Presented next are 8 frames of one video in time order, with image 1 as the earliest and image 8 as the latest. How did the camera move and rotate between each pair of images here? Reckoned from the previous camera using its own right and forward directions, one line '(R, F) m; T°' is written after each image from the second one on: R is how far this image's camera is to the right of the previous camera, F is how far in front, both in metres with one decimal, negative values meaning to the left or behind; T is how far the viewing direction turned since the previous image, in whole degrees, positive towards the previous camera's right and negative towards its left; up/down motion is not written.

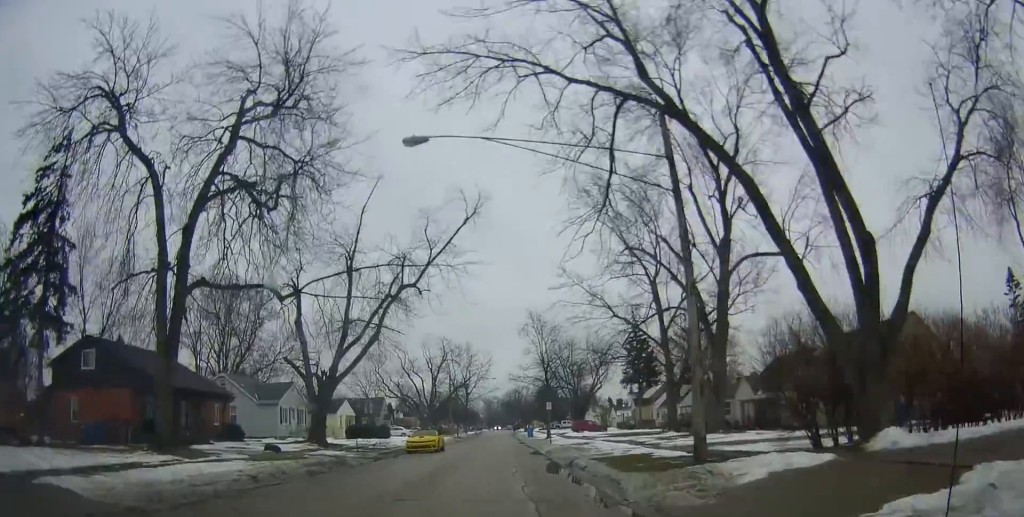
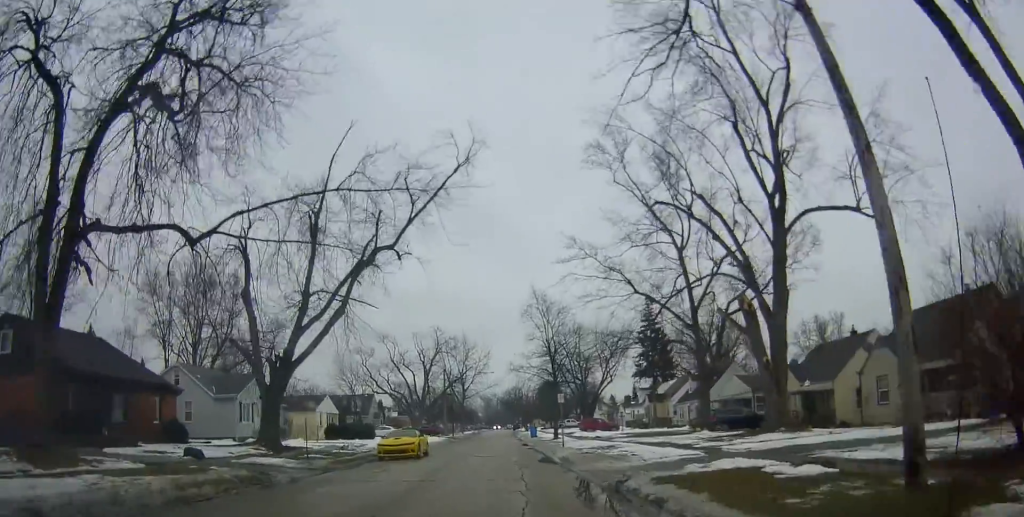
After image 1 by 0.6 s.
(0.0, +6.8) m; +1°
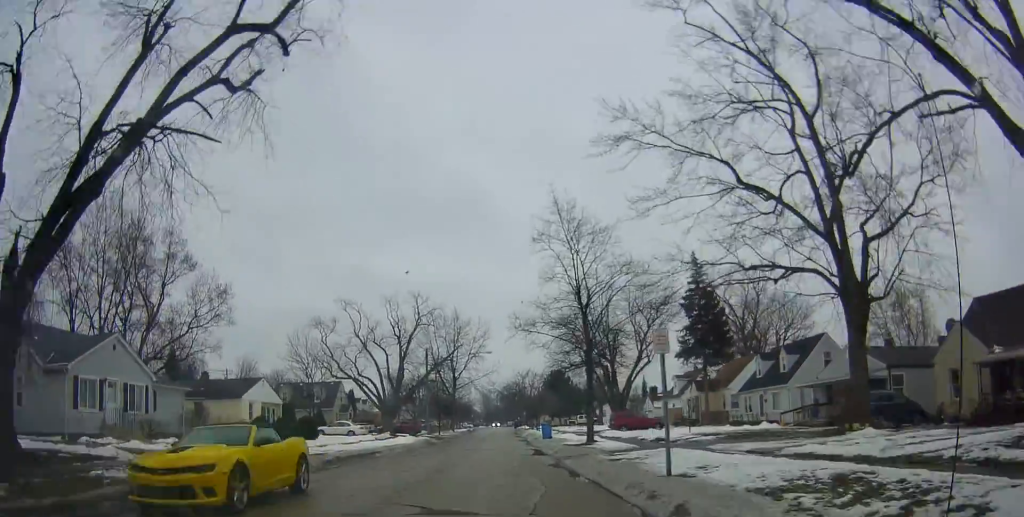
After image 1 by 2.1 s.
(+0.4, +16.8) m; -1°
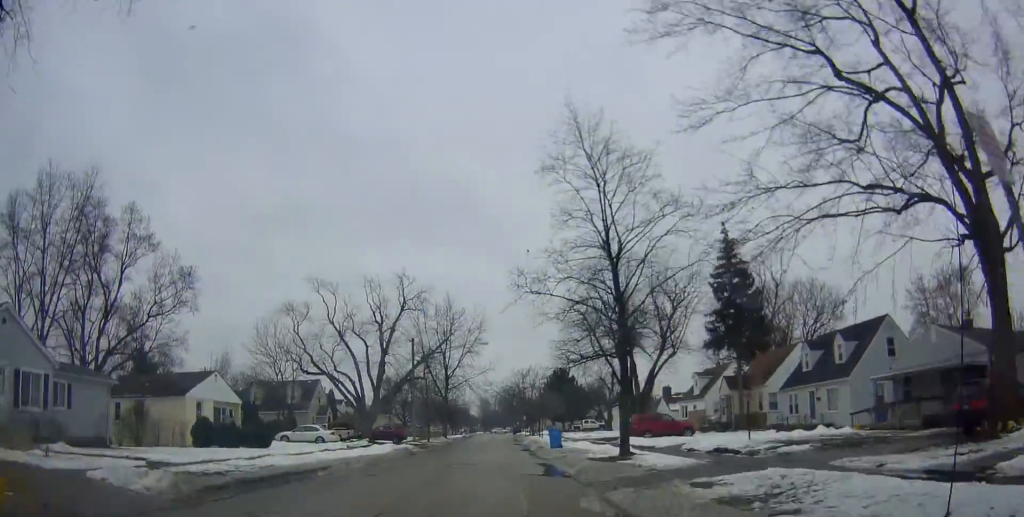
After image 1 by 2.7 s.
(-0.2, +8.0) m; -1°
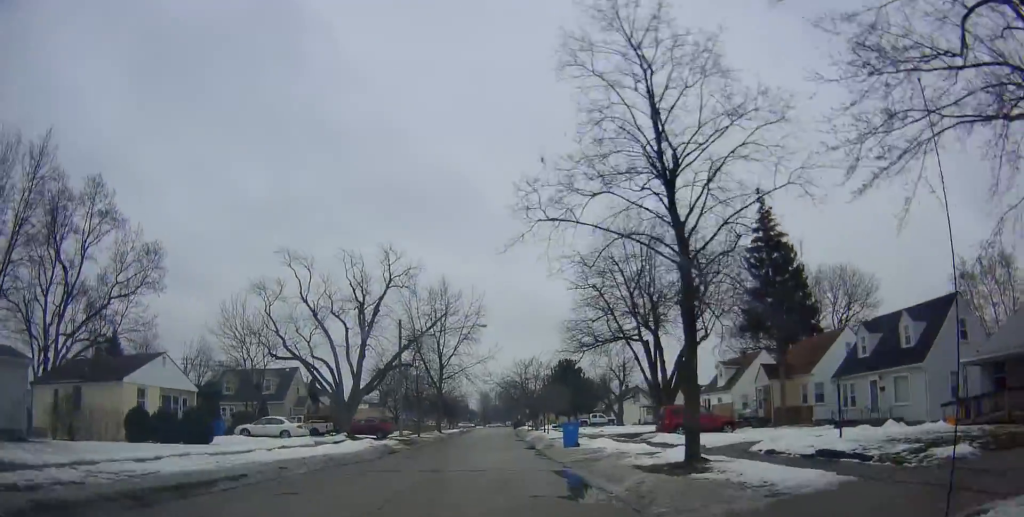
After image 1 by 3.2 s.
(-0.3, +6.9) m; -1°
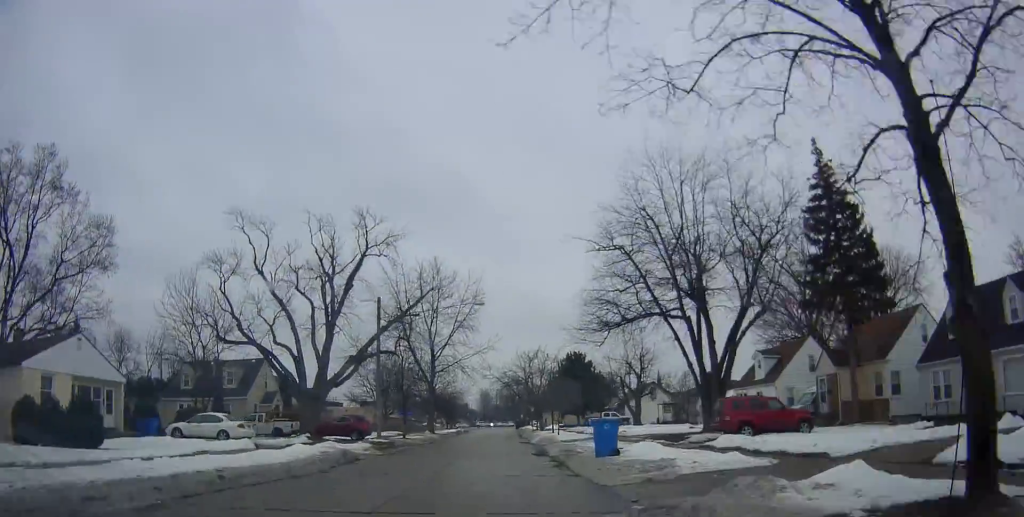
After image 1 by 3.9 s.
(+0.2, +8.4) m; +2°
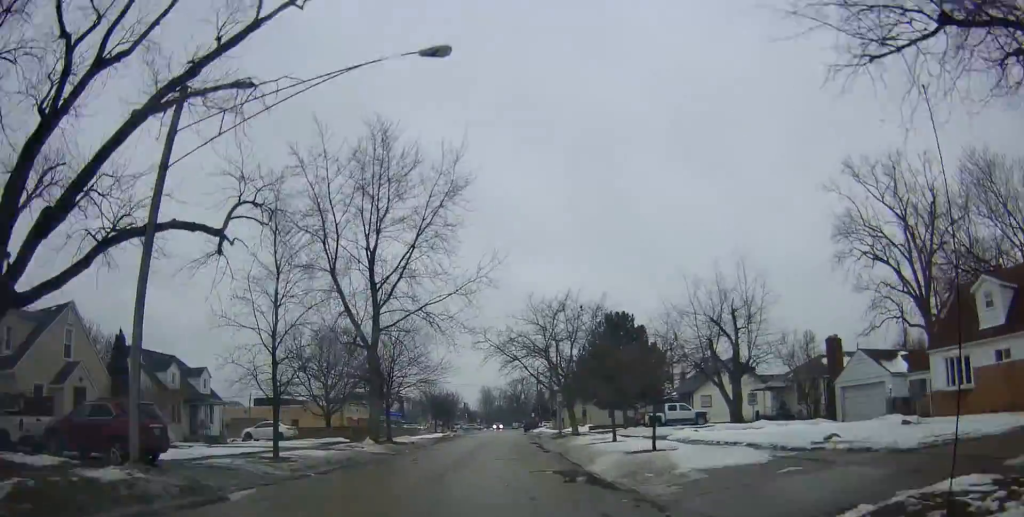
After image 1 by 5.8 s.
(+0.3, +26.0) m; -2°
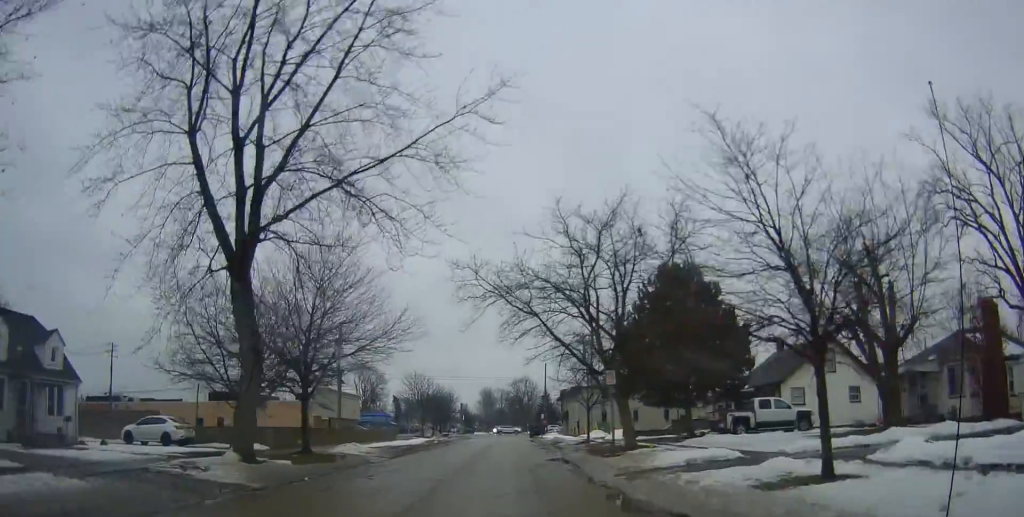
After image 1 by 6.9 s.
(-0.4, +16.7) m; 0°
